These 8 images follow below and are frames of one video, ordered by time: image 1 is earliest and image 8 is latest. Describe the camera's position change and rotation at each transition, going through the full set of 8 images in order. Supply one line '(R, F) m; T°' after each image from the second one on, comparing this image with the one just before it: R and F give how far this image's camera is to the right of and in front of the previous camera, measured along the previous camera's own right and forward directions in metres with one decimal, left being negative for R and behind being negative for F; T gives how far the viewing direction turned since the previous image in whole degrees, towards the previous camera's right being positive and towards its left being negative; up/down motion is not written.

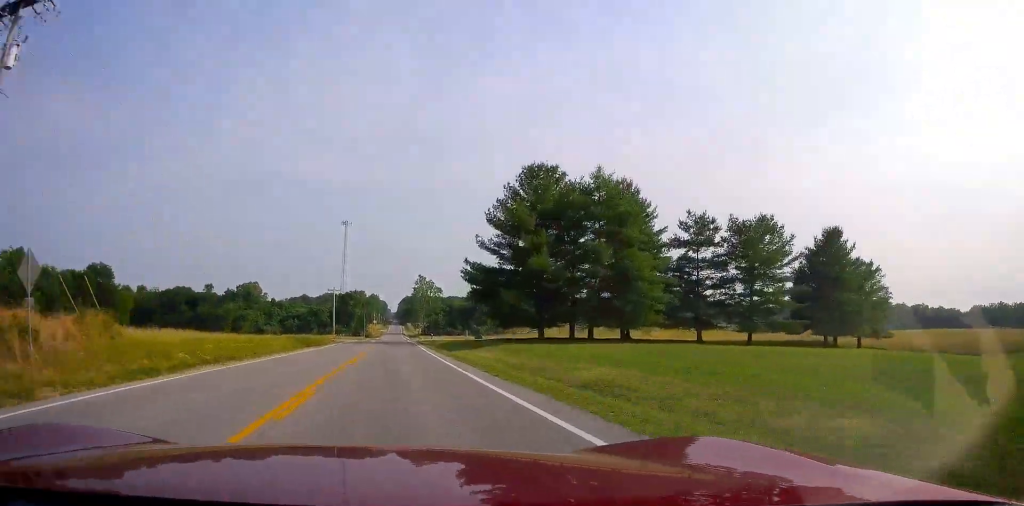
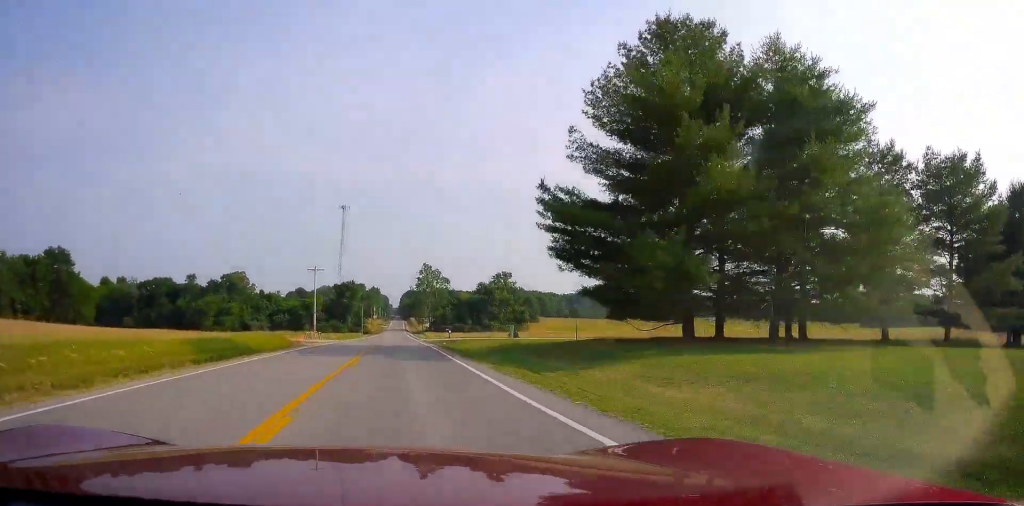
(-0.1, +27.5) m; 0°
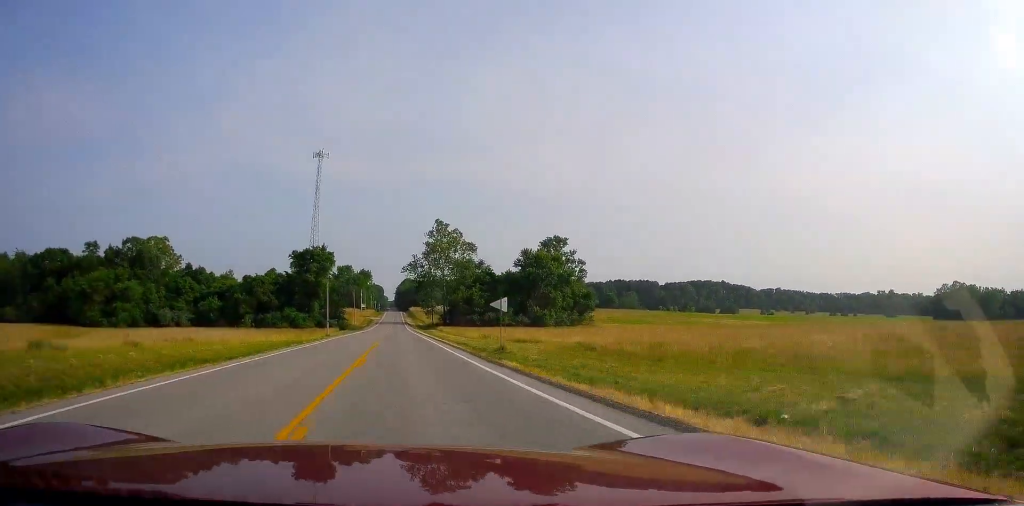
(+0.2, +87.2) m; 0°
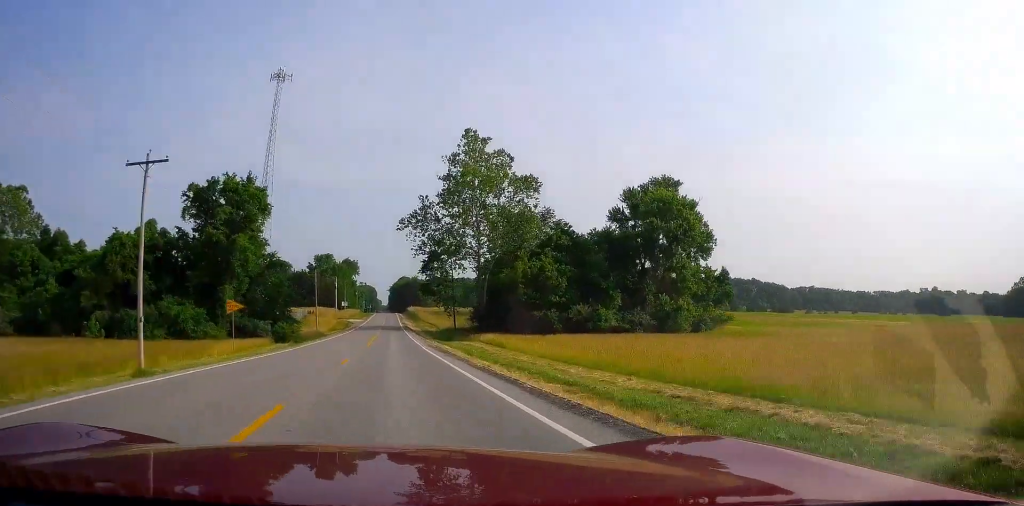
(+0.6, +71.9) m; +1°
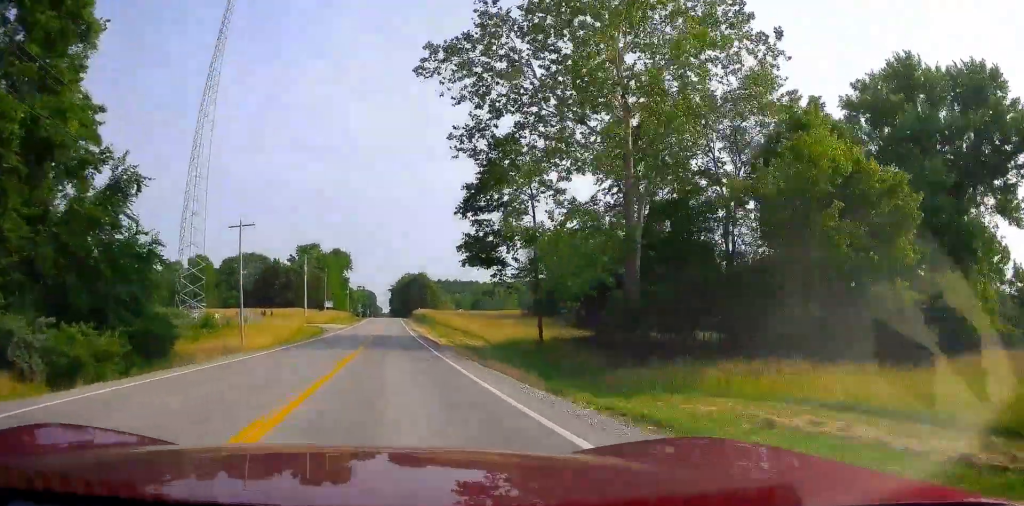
(+0.1, +50.0) m; -1°
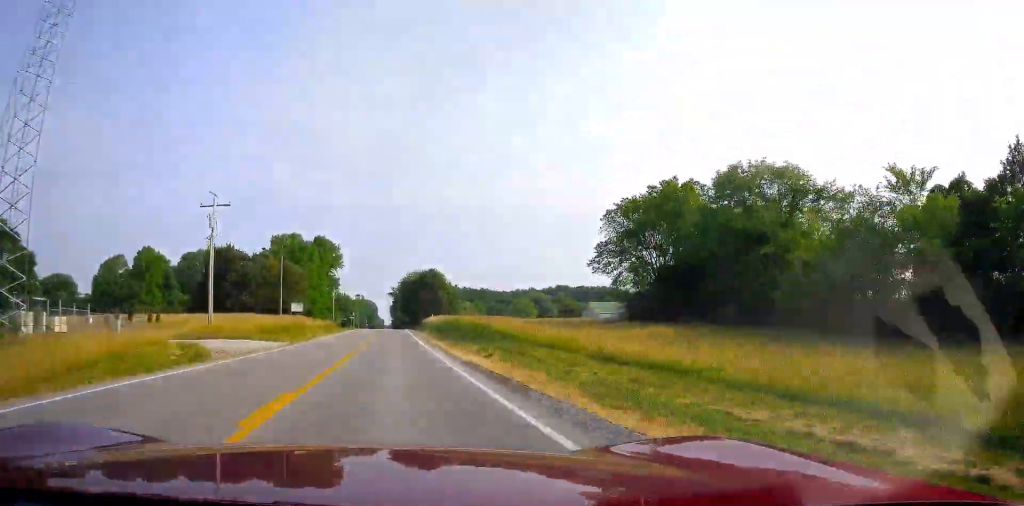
(-0.5, +46.2) m; 0°
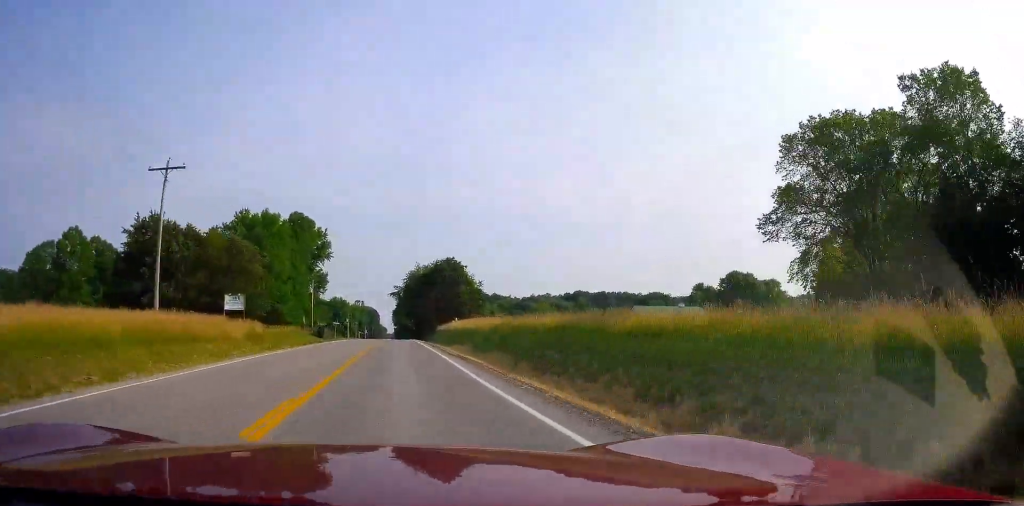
(-0.1, +37.4) m; 0°
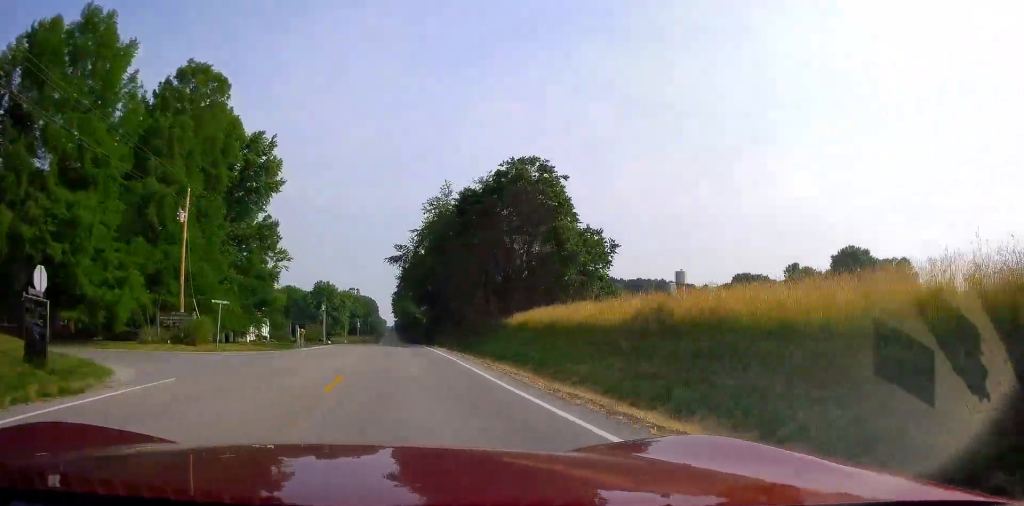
(+0.1, +57.0) m; 0°
